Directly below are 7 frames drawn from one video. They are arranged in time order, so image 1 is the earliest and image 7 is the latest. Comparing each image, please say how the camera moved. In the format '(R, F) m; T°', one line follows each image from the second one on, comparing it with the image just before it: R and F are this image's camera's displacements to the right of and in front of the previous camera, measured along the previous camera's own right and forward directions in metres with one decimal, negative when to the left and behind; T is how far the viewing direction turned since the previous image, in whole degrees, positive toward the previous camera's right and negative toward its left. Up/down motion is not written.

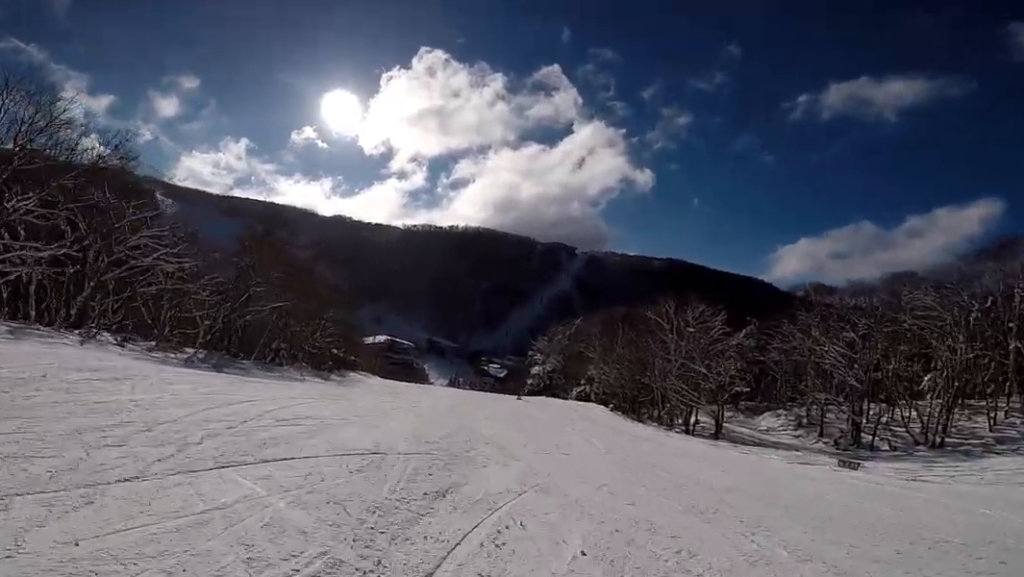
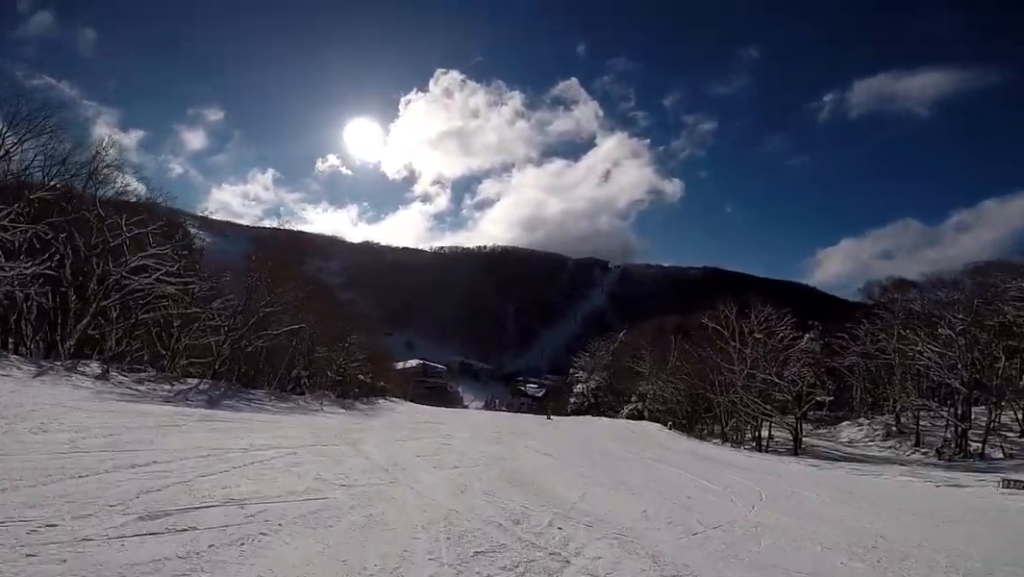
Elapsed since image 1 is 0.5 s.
(-0.4, +4.1) m; -6°
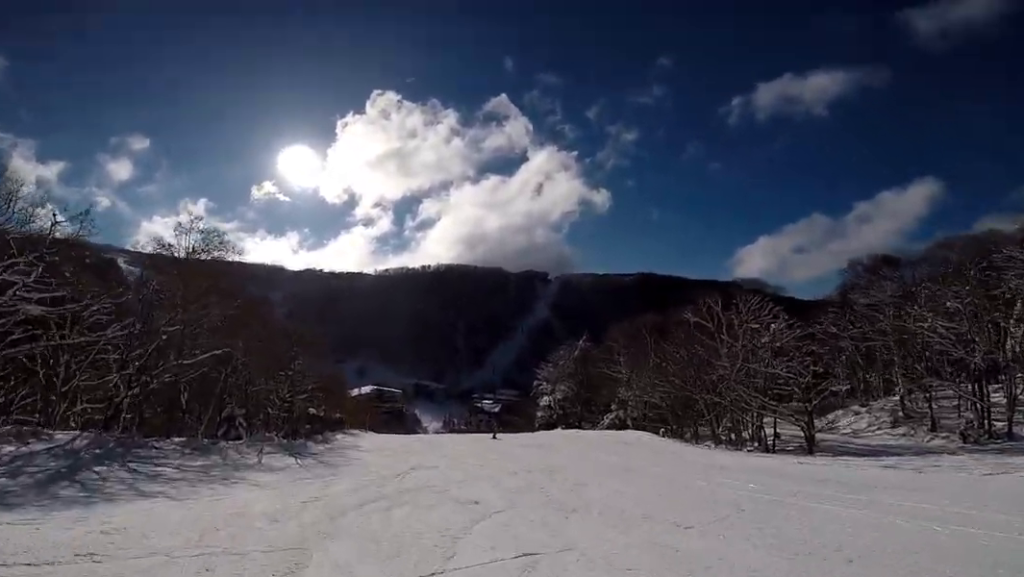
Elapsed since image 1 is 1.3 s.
(-1.8, +7.8) m; -6°
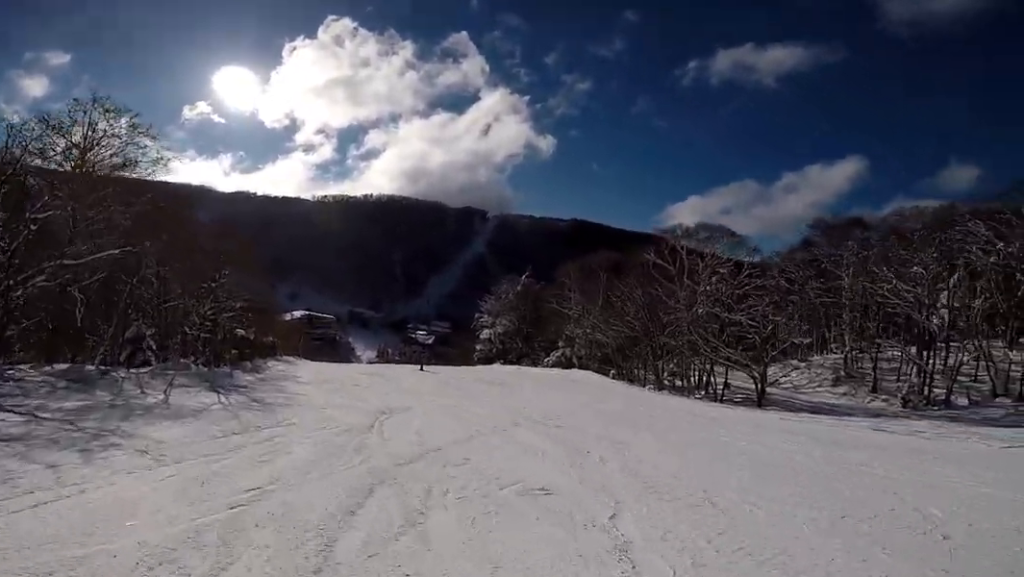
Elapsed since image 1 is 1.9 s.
(+0.3, +5.0) m; +12°
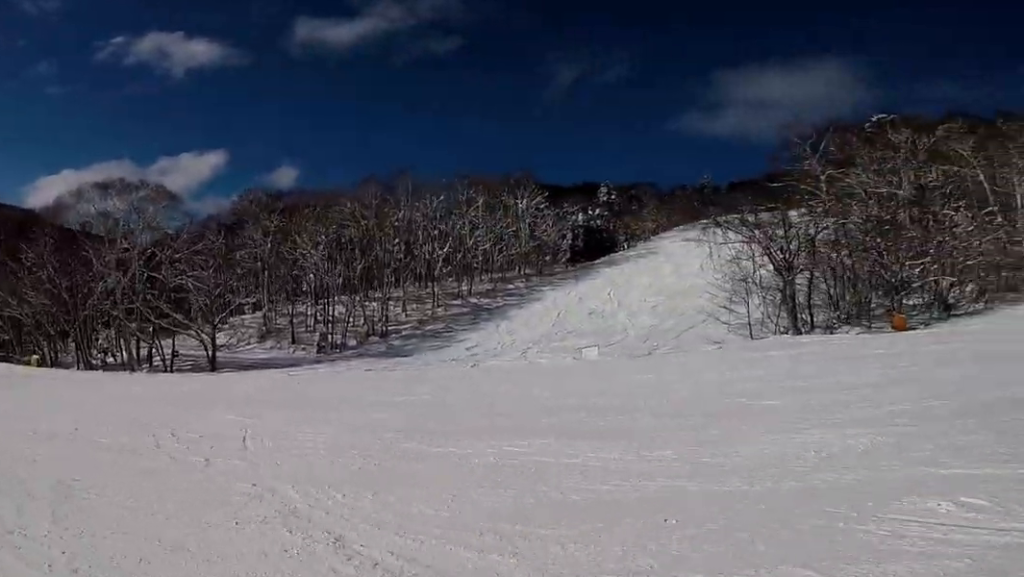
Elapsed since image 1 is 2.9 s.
(+1.8, +8.0) m; +24°
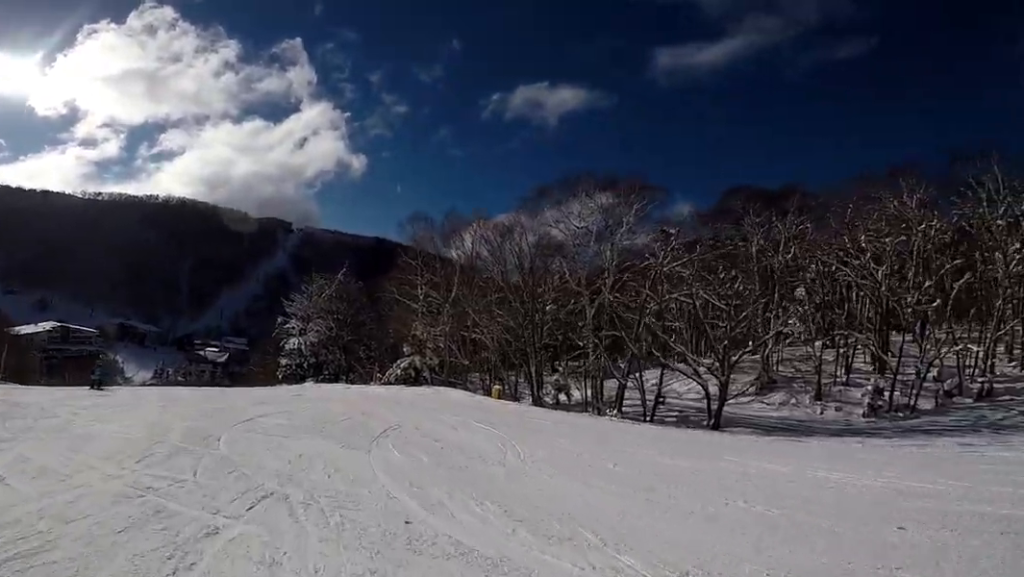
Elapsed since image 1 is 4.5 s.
(+1.1, +12.9) m; -15°
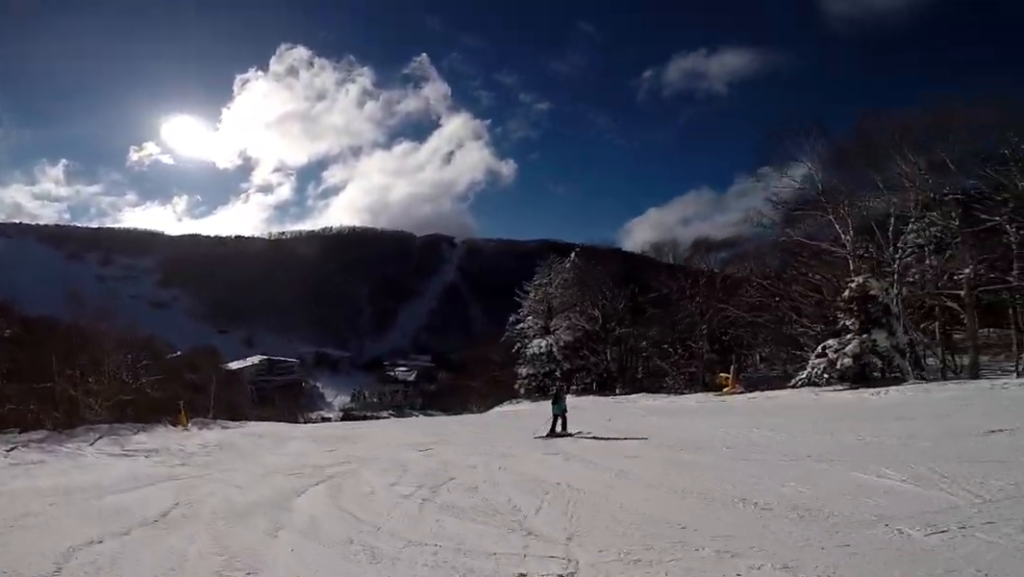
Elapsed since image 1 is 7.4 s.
(-6.3, +19.1) m; -14°
